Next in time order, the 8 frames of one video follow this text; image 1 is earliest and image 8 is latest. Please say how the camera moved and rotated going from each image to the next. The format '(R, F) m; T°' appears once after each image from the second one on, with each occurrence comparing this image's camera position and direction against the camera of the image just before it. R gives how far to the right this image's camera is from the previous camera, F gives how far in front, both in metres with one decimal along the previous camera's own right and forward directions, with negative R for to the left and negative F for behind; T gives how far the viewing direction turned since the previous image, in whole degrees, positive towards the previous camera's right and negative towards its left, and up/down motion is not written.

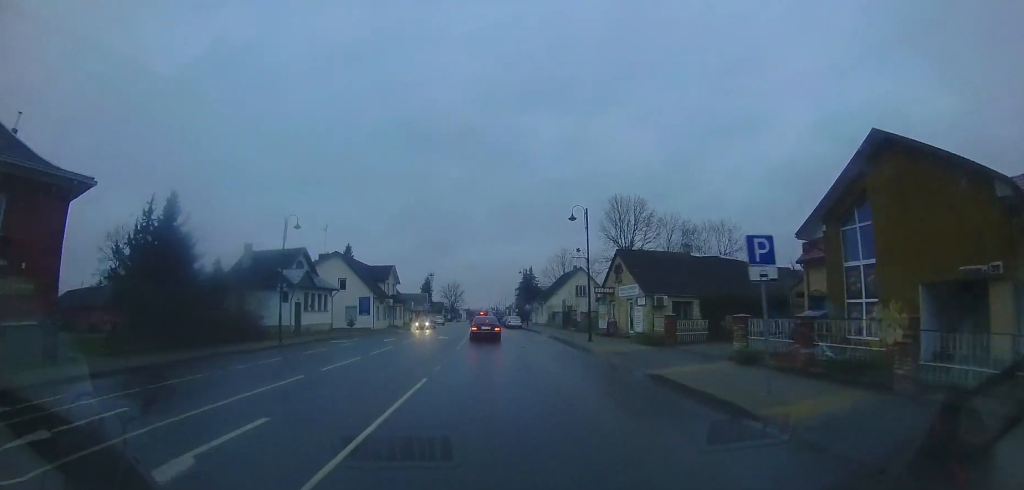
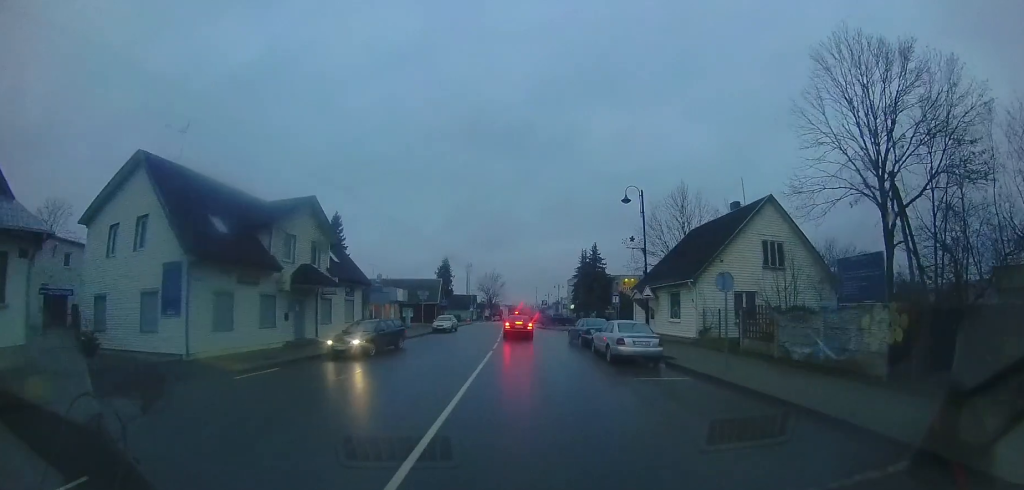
(-1.7, +27.6) m; -7°
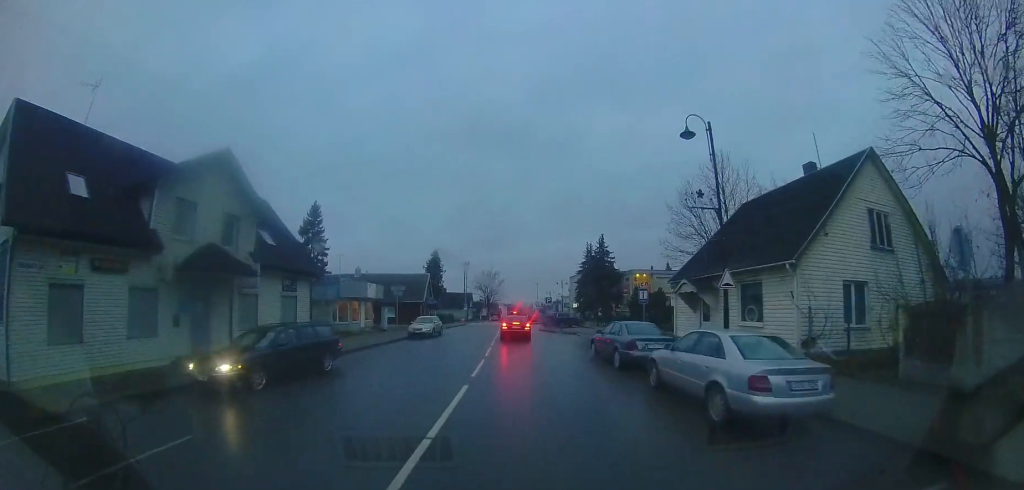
(+0.1, +6.3) m; 0°
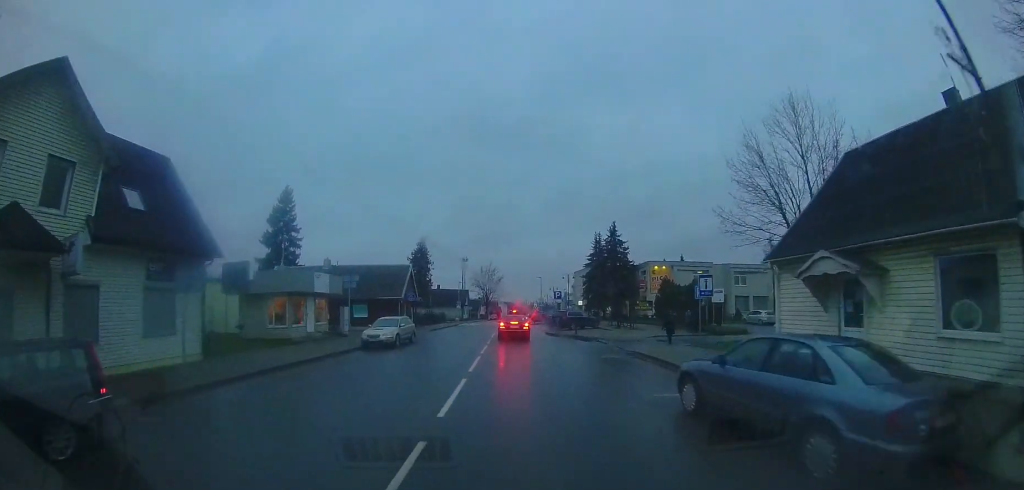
(+0.1, +7.2) m; 0°
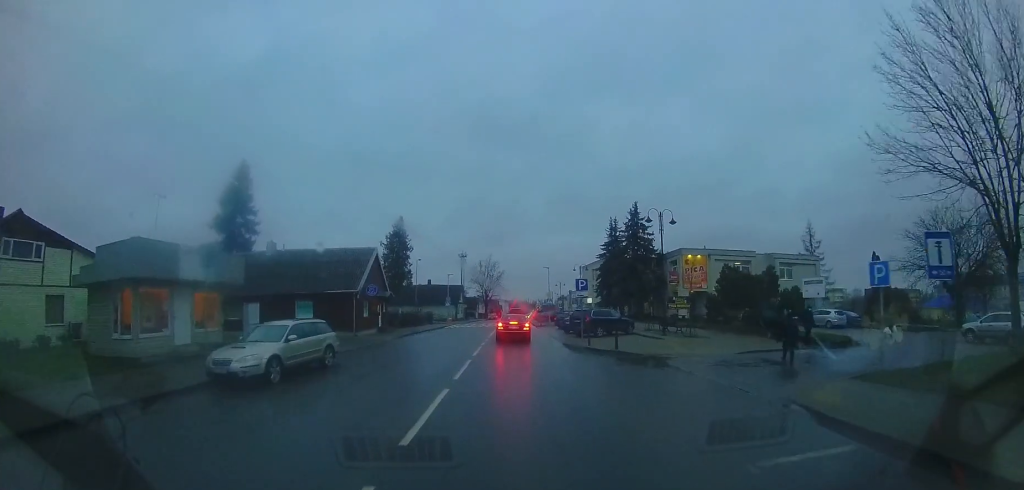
(-0.2, +9.0) m; 0°
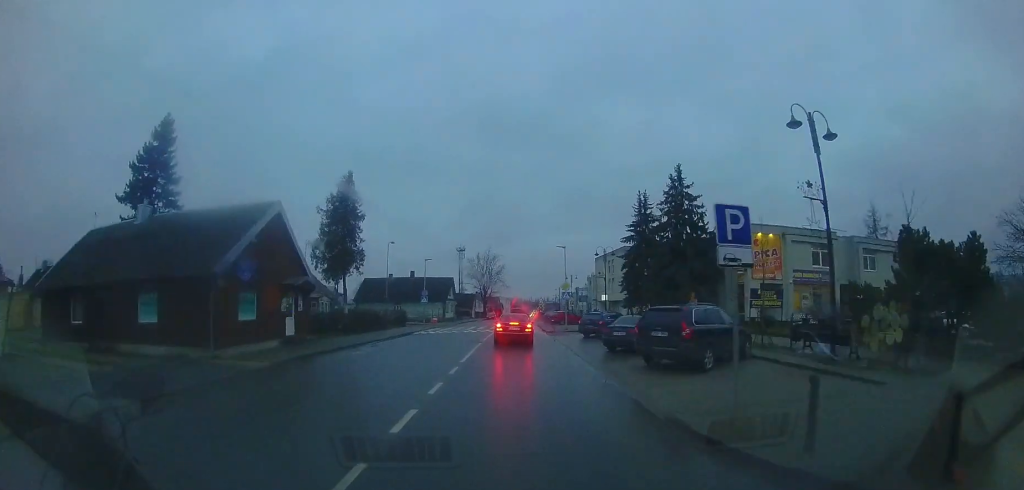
(+0.1, +11.1) m; 0°
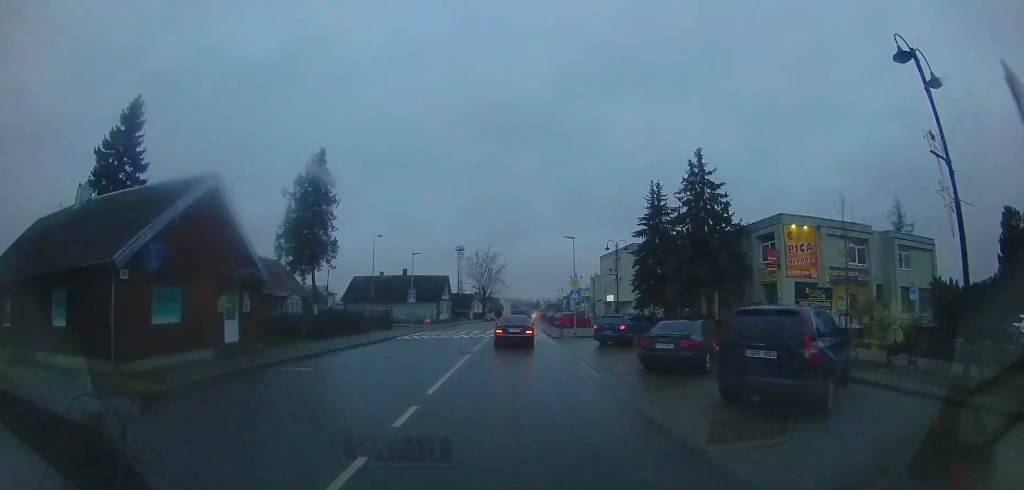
(-0.1, +3.9) m; 0°
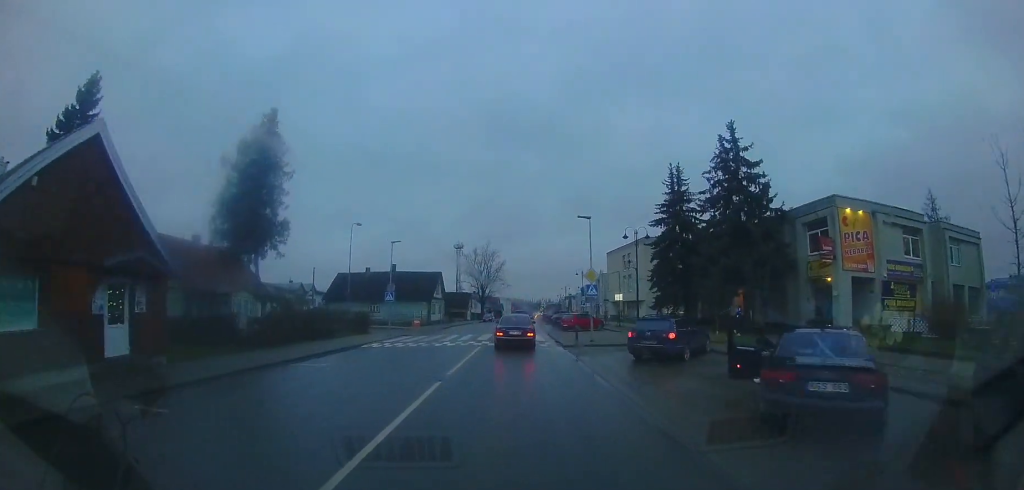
(+0.1, +4.6) m; 0°
